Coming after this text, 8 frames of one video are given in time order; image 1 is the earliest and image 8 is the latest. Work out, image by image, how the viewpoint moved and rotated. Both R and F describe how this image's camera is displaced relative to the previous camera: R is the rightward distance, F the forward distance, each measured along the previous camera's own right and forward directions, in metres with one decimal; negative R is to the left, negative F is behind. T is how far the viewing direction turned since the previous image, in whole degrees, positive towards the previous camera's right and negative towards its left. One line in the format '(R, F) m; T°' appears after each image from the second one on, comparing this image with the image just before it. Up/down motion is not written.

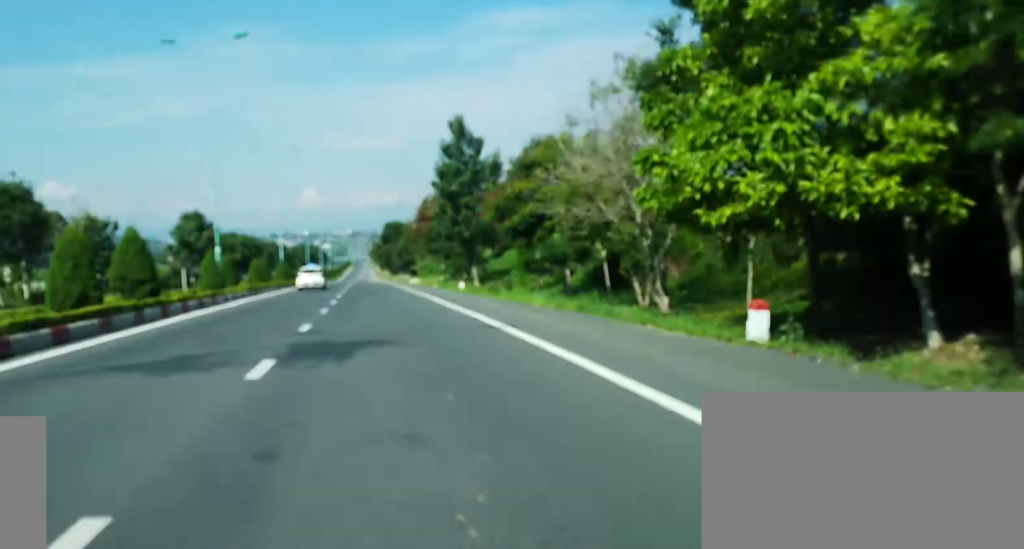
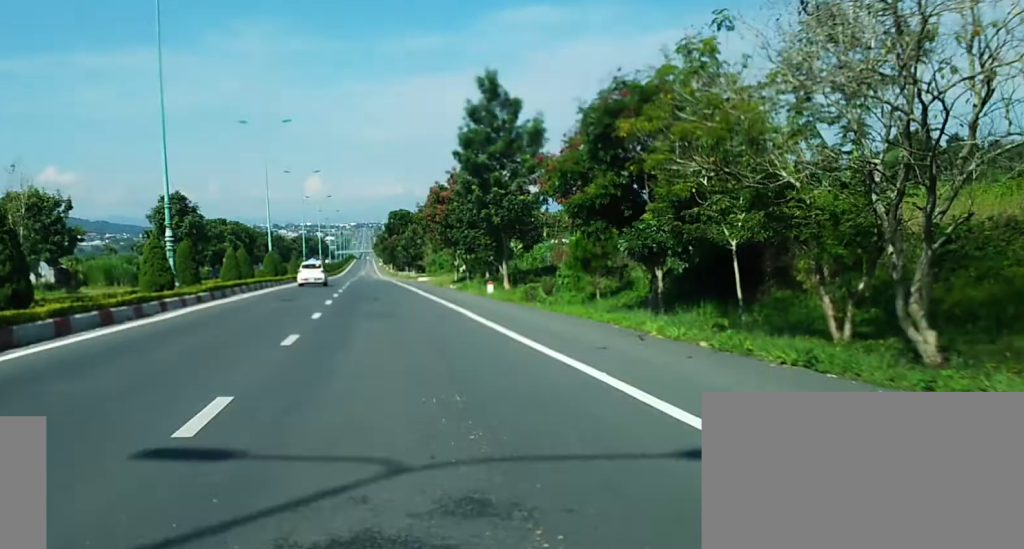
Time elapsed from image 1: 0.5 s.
(-0.1, +11.9) m; -1°
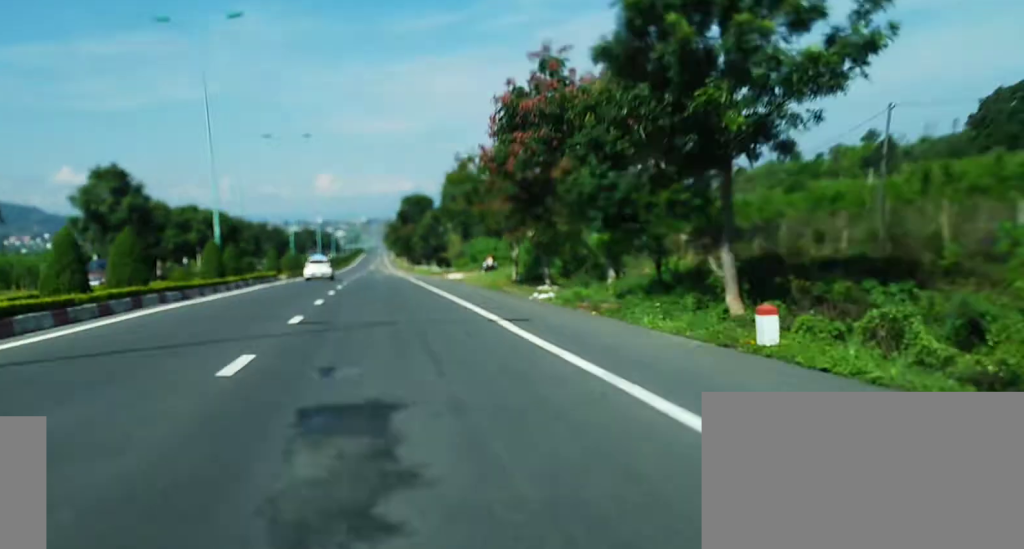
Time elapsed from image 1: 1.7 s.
(-0.2, +26.8) m; -1°
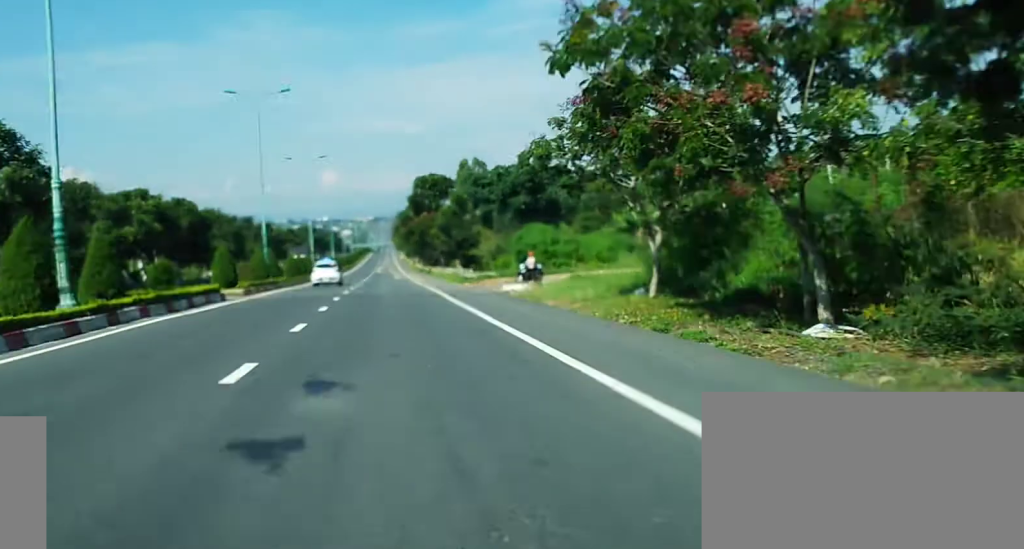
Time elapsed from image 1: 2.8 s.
(-0.1, +23.8) m; 0°
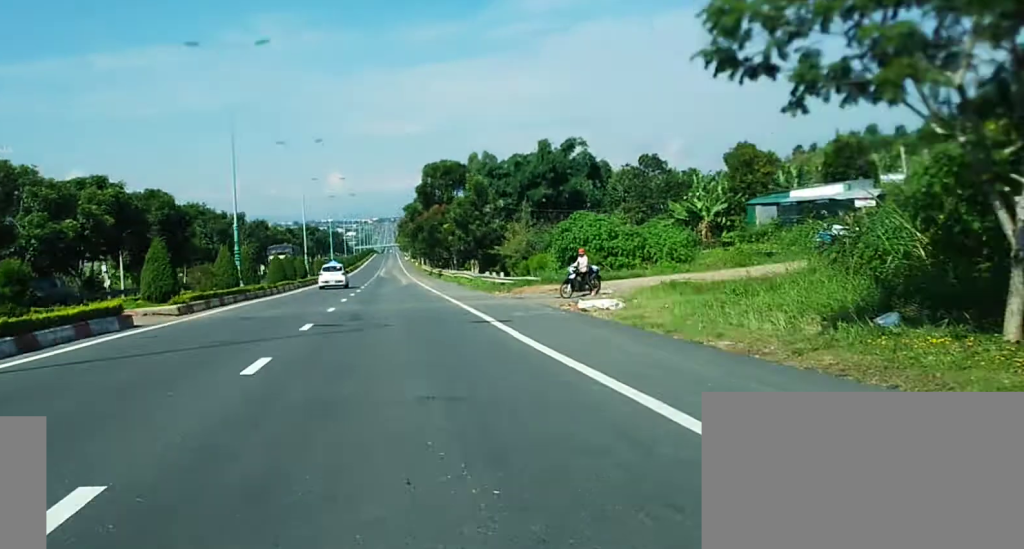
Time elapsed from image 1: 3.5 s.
(0.0, +14.8) m; 0°
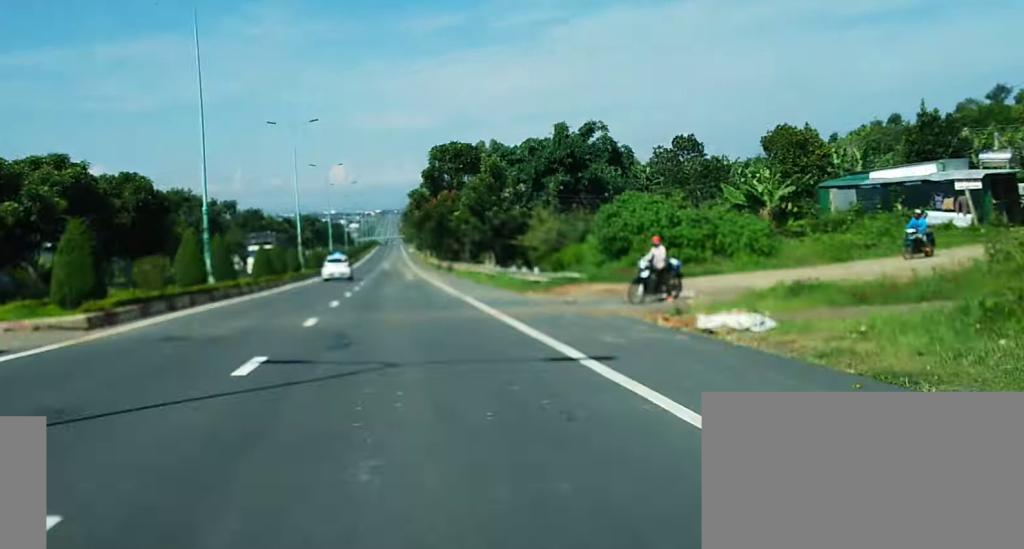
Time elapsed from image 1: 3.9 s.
(-0.1, +8.9) m; 0°
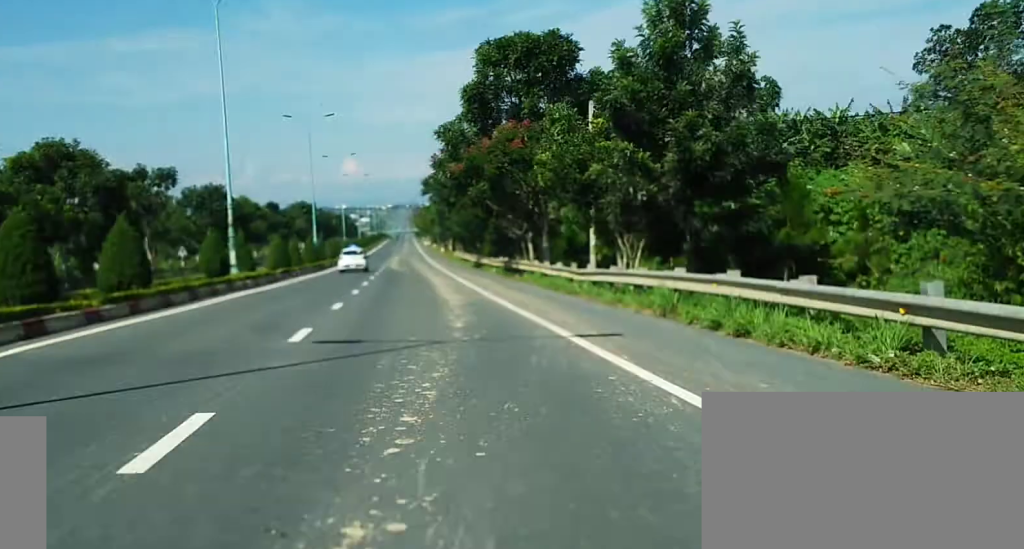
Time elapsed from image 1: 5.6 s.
(+0.3, +38.4) m; +1°
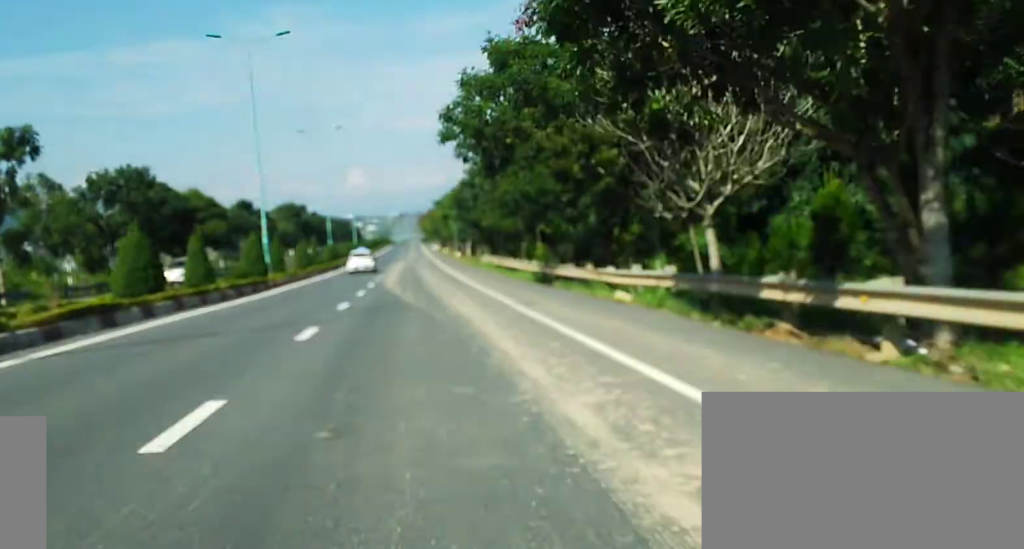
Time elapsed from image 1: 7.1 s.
(0.0, +32.6) m; -1°
